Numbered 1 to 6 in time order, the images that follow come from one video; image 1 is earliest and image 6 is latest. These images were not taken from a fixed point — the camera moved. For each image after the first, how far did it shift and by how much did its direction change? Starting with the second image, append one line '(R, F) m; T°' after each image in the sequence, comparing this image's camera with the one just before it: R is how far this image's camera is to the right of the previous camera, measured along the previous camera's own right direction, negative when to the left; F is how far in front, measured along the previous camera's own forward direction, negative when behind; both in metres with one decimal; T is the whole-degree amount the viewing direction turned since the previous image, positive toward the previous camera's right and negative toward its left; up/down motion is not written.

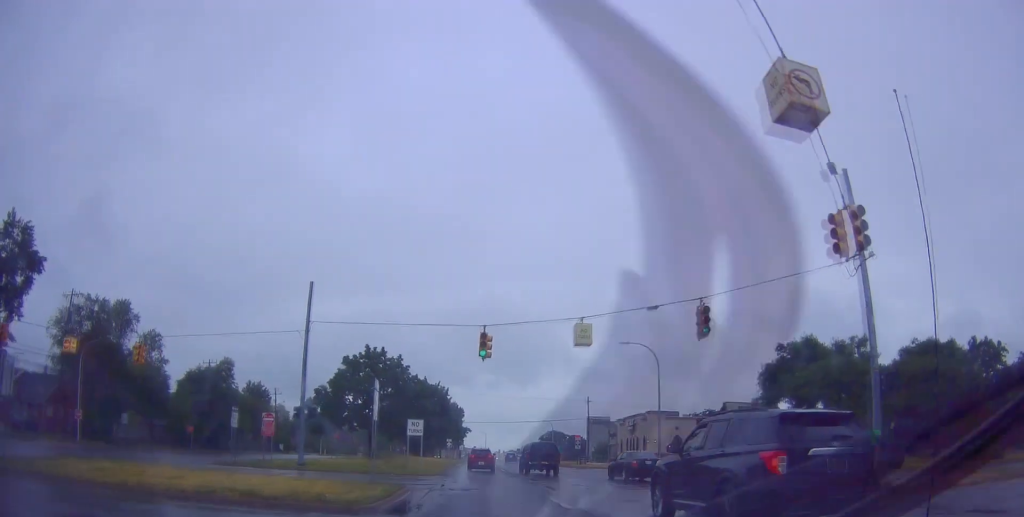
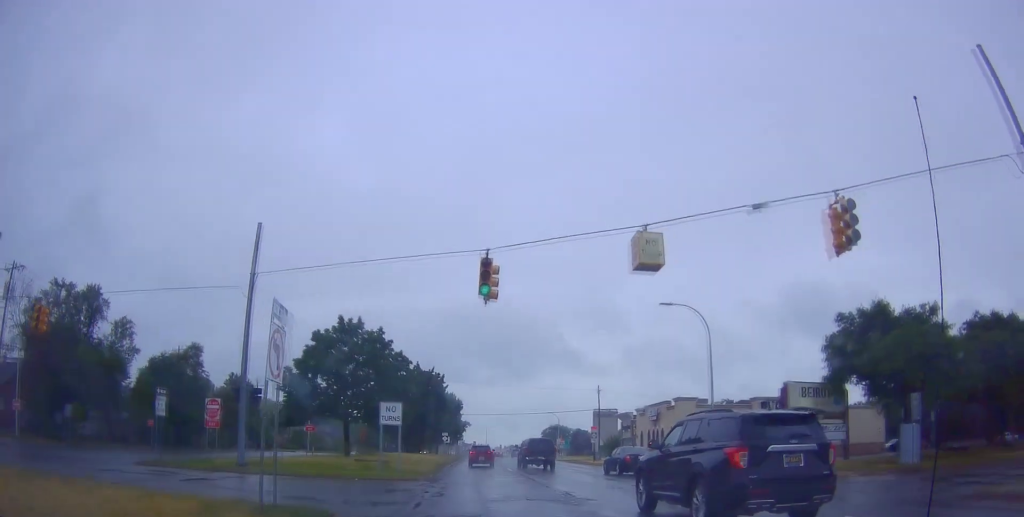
(-0.4, +8.2) m; 0°
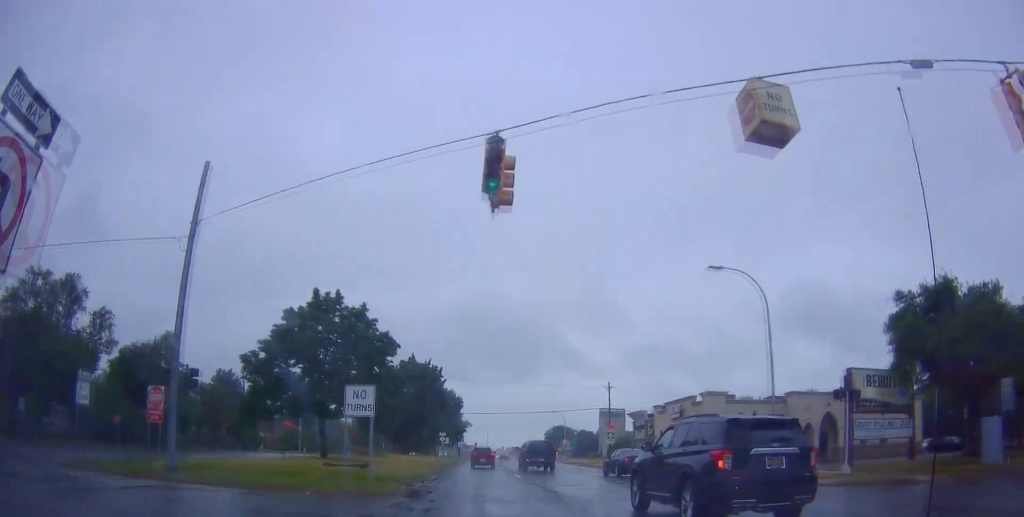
(0.0, +5.9) m; 0°
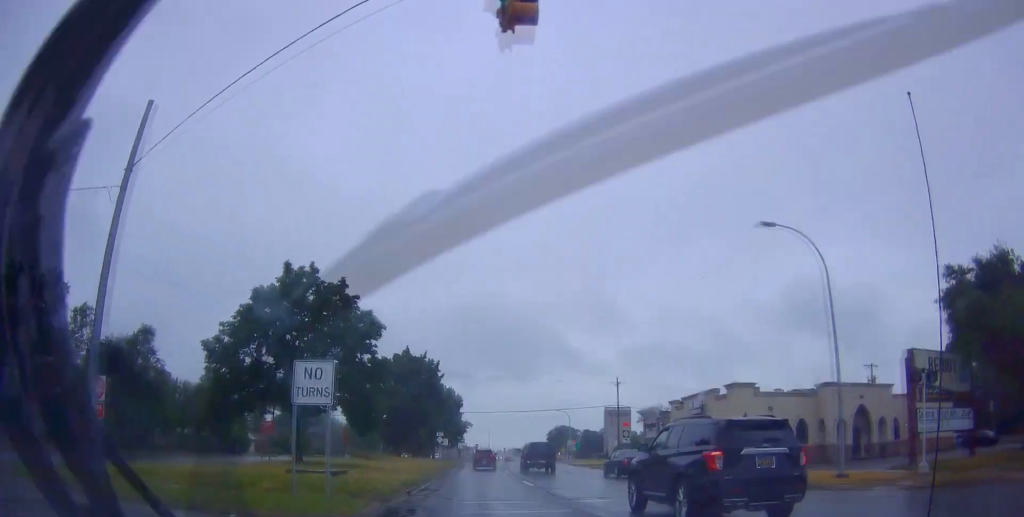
(+0.2, +4.5) m; 0°
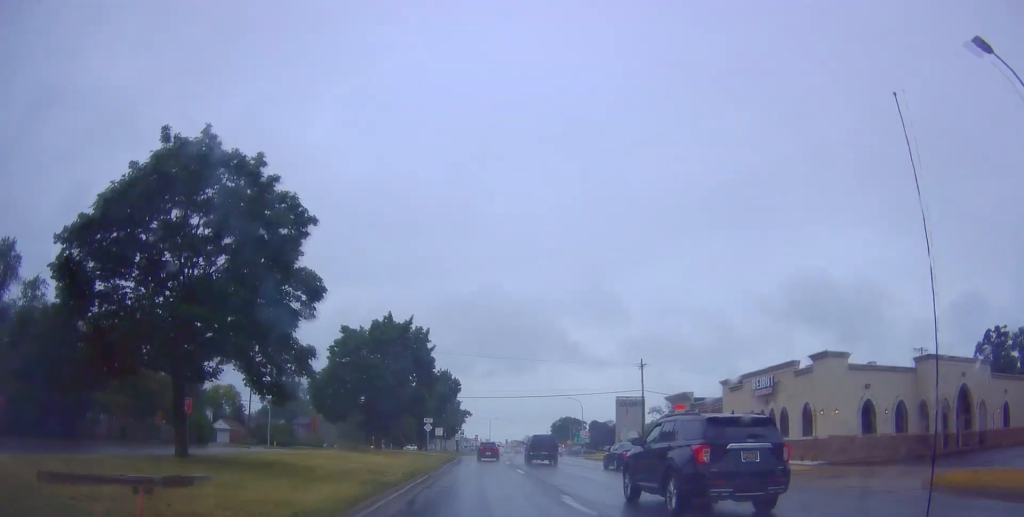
(-0.3, +11.0) m; 0°
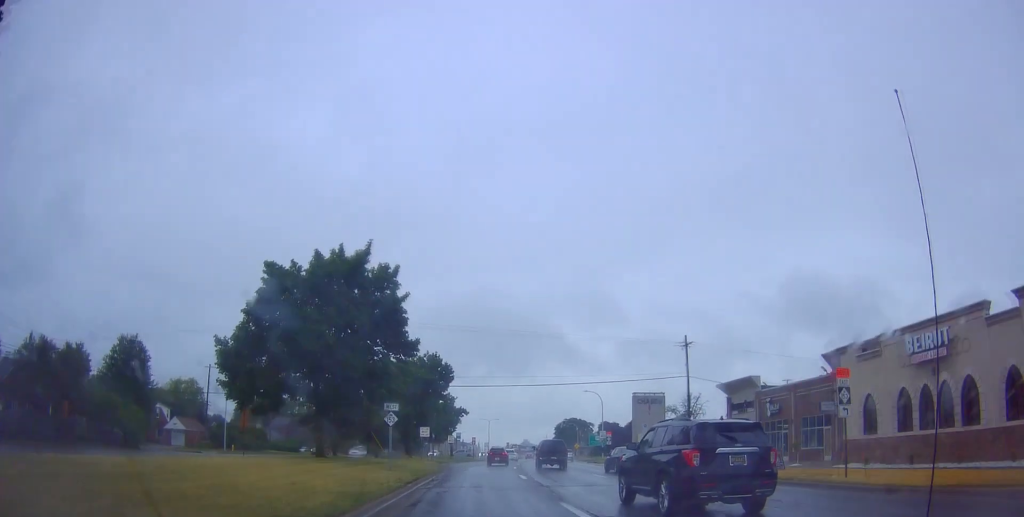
(+0.5, +14.7) m; 0°
